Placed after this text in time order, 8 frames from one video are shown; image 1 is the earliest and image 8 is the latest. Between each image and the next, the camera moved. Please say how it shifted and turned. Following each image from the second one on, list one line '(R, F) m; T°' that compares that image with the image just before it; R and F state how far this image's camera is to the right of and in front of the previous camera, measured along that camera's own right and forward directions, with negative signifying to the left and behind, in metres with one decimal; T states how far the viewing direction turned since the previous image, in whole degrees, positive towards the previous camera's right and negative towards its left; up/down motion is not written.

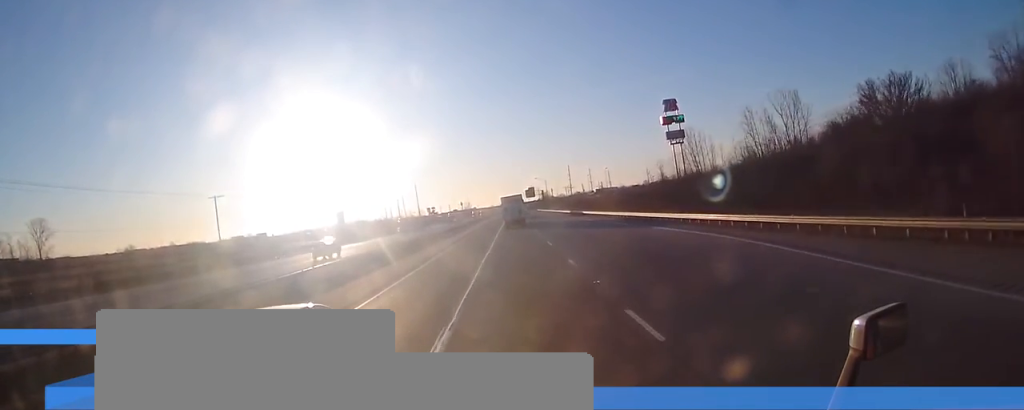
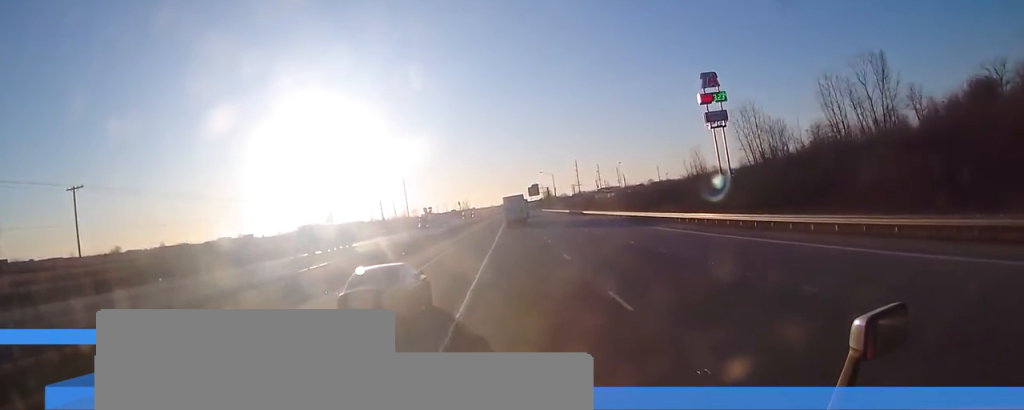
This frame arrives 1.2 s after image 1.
(+0.1, +33.4) m; 0°
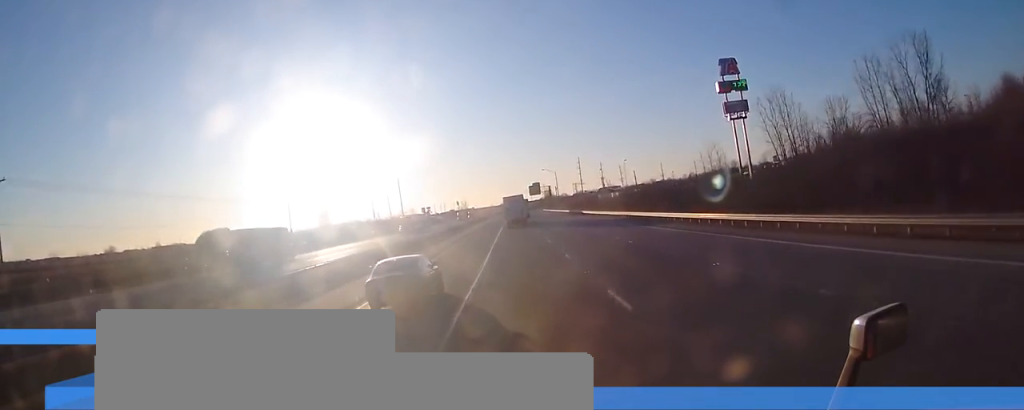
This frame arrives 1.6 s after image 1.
(0.0, +12.1) m; 0°
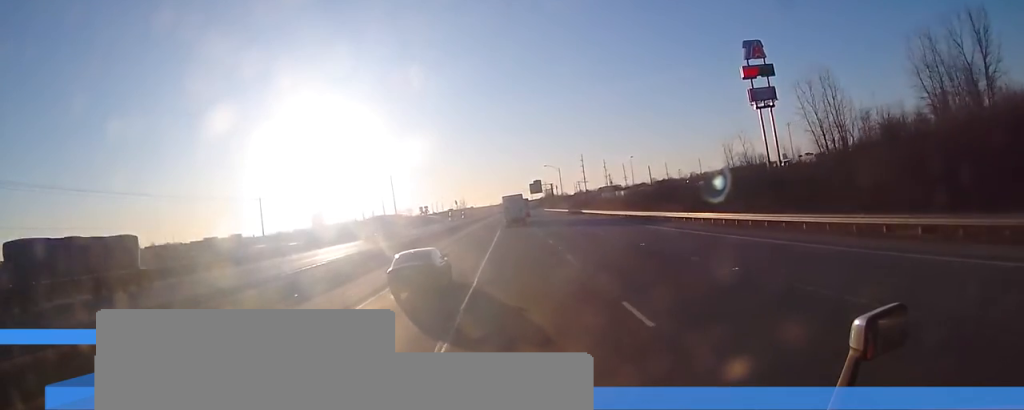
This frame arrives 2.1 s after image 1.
(-0.1, +14.0) m; 0°
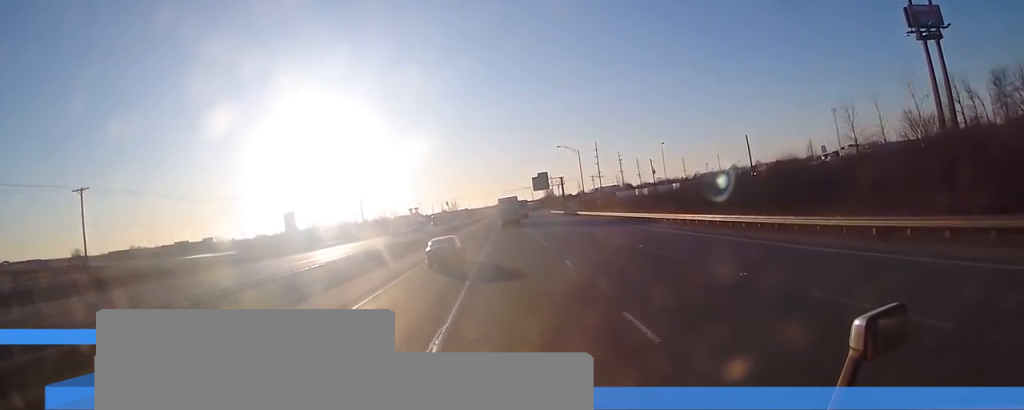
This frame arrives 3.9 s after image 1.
(+0.2, +50.0) m; +1°
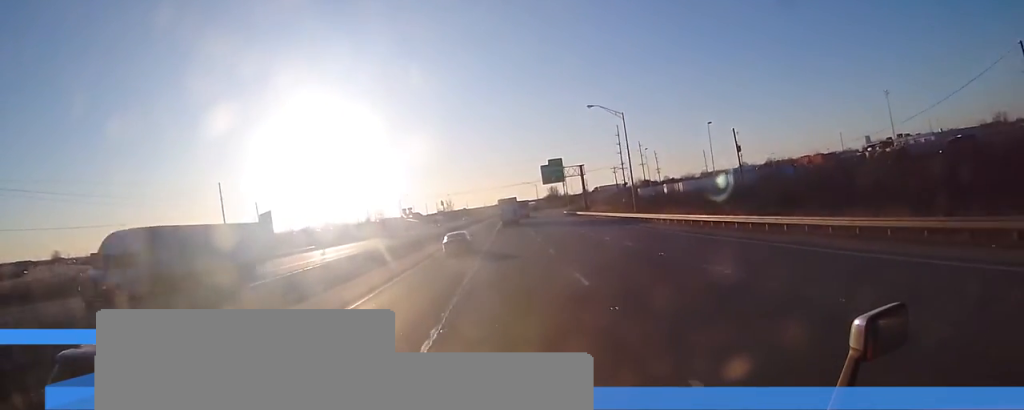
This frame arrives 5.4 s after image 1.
(+0.1, +40.9) m; +1°
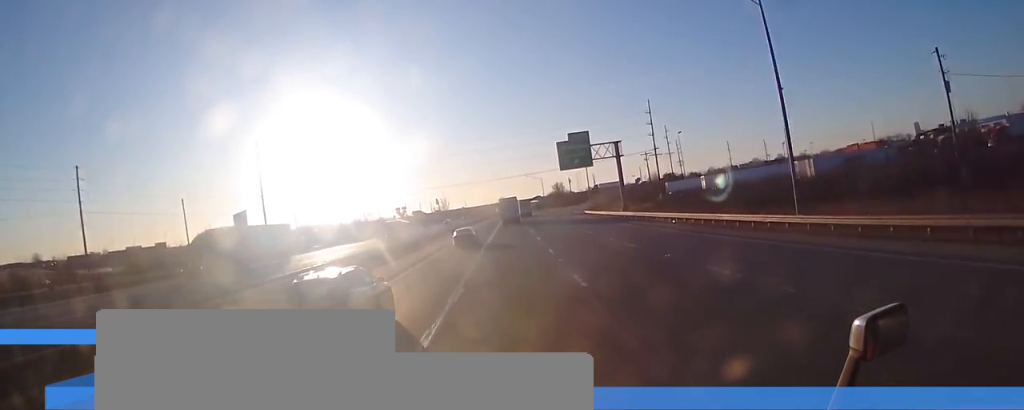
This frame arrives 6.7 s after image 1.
(0.0, +36.5) m; -1°
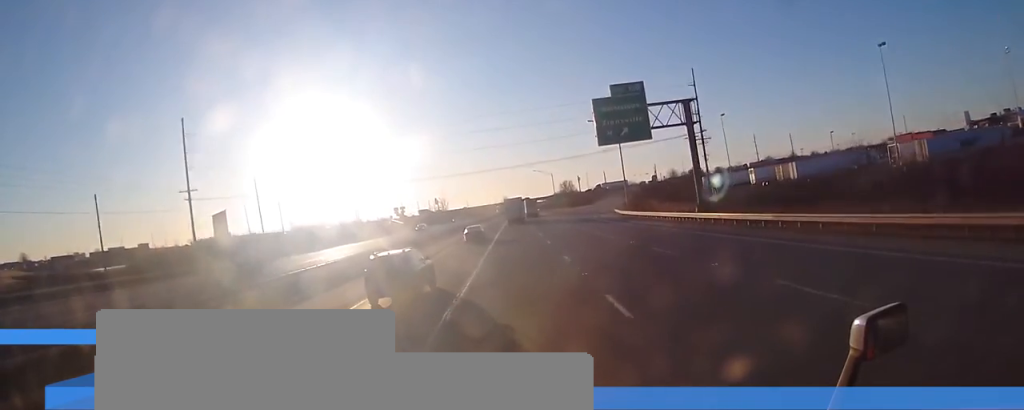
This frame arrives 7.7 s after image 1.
(-0.3, +28.6) m; 0°
